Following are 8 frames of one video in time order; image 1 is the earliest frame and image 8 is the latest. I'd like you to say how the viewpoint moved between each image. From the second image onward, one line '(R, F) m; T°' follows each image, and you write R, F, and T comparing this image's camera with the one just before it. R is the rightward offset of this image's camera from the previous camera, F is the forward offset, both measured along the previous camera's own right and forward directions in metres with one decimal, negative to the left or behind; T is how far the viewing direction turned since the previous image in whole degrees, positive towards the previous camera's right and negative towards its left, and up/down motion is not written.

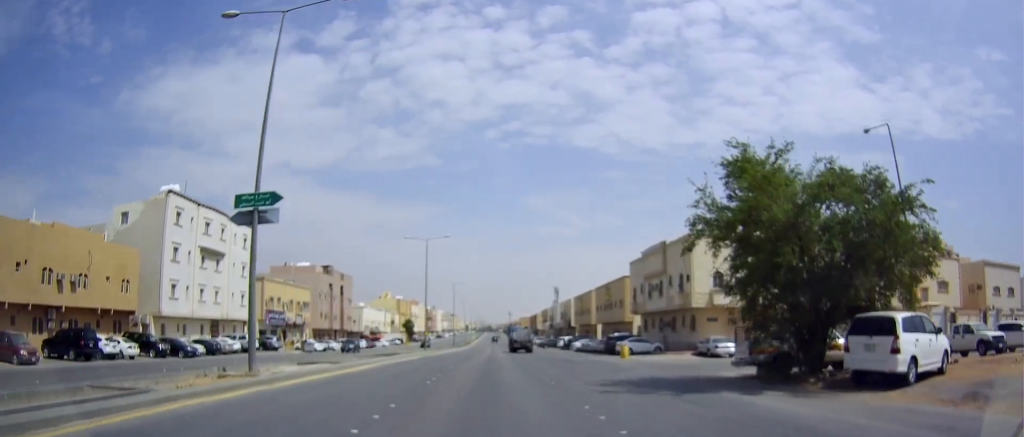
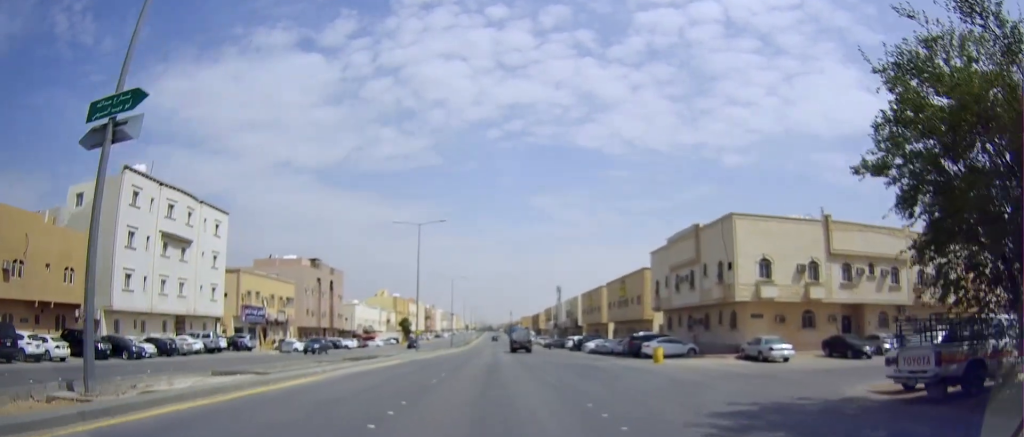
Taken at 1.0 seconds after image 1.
(0.0, +8.4) m; +1°
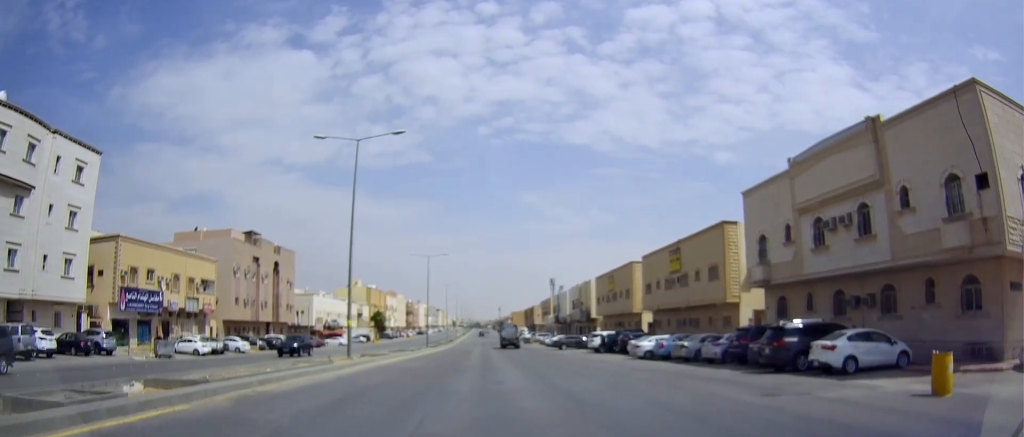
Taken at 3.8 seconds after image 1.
(+0.3, +24.6) m; +2°
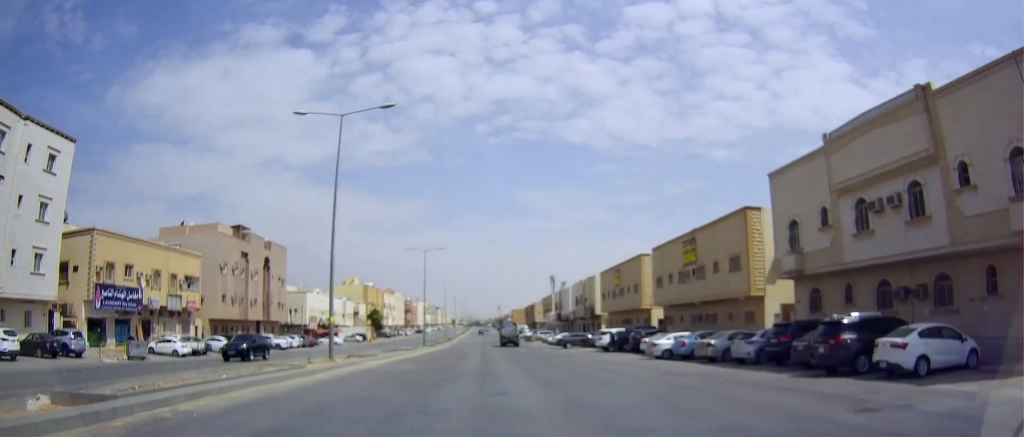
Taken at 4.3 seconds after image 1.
(0.0, +4.0) m; 0°
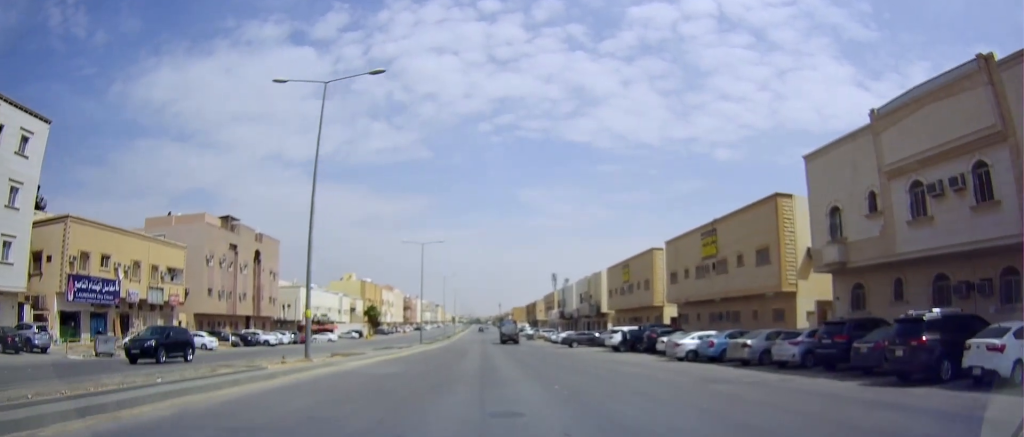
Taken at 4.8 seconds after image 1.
(+0.1, +4.2) m; 0°
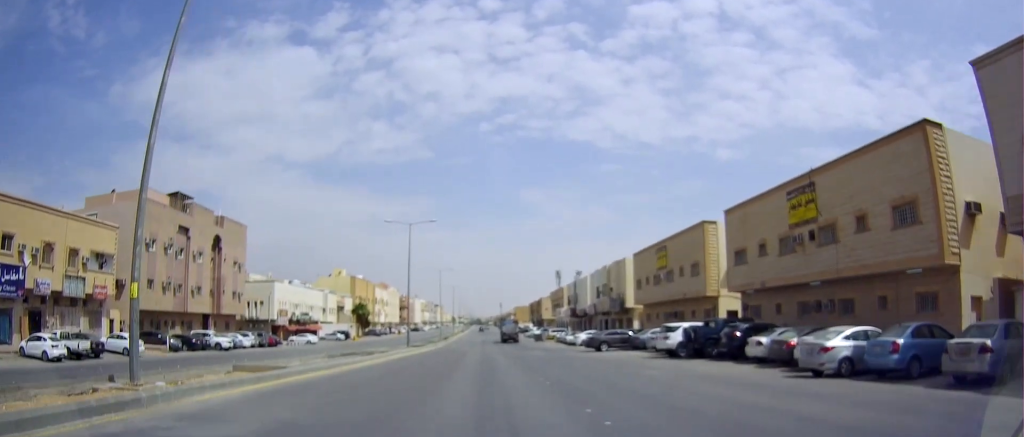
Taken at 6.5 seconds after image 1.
(-0.4, +13.8) m; -3°
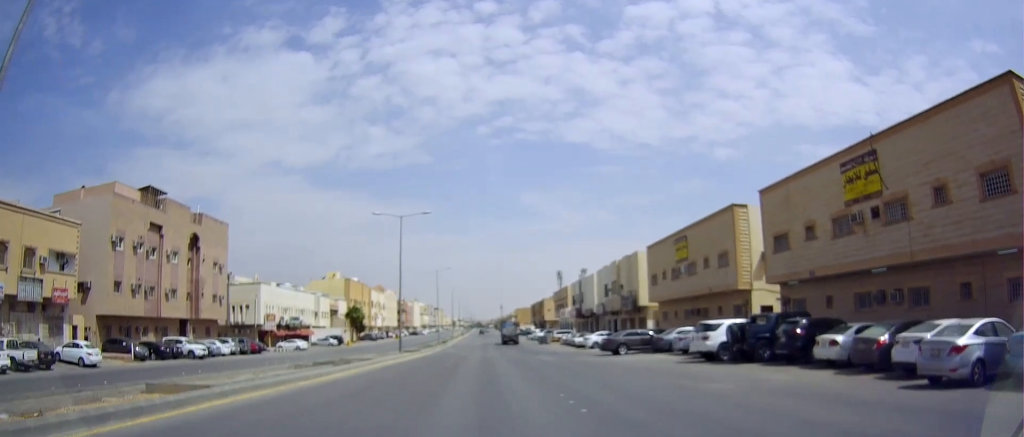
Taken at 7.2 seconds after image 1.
(-0.1, +5.7) m; 0°
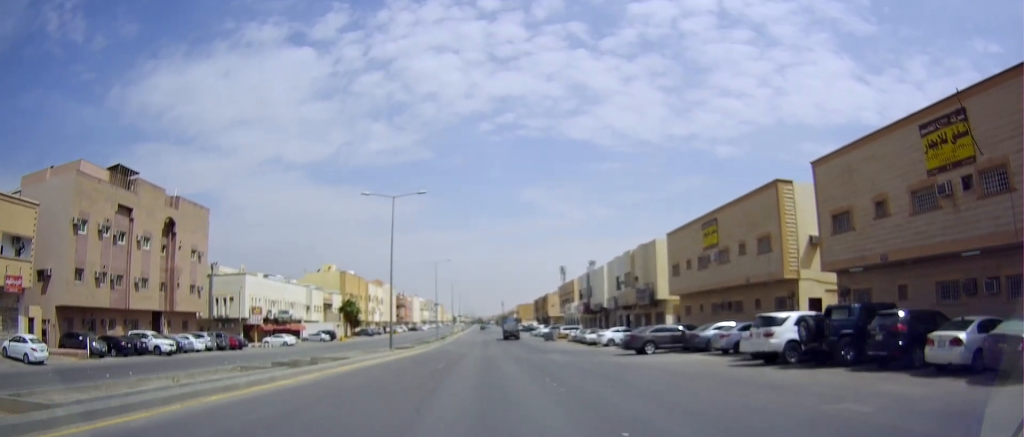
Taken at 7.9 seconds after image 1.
(+0.1, +5.8) m; +2°
